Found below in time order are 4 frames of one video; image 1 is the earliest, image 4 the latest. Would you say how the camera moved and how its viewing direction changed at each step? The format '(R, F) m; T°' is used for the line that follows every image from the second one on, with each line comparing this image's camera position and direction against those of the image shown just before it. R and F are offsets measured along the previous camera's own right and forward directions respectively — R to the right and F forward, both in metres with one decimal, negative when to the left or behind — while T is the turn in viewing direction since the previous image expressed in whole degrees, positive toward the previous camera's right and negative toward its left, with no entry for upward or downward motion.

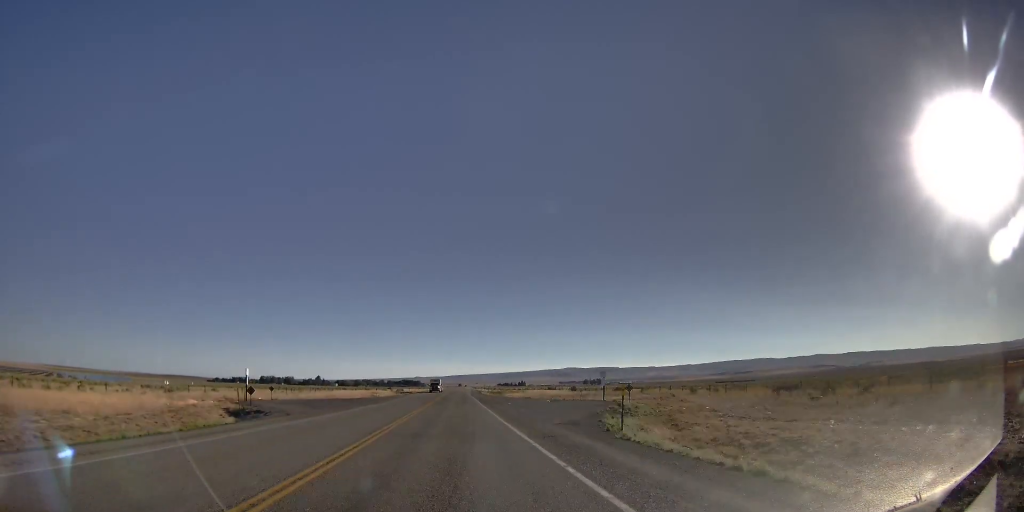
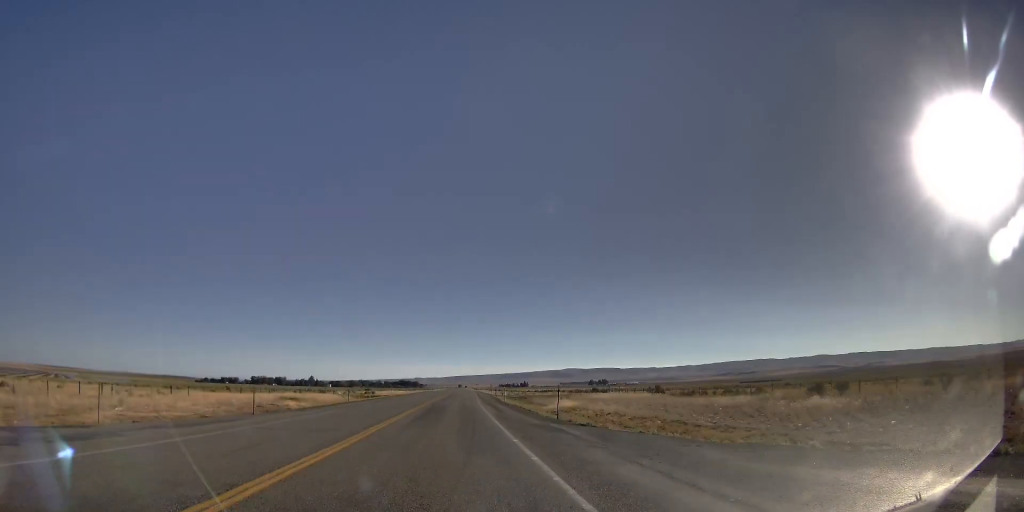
(+1.2, +69.4) m; +2°
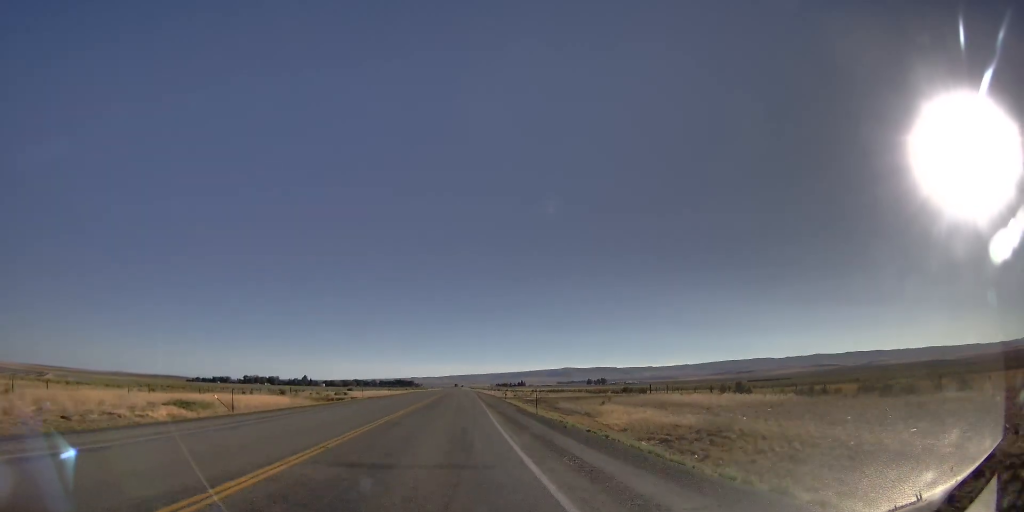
(-0.6, +29.3) m; 0°
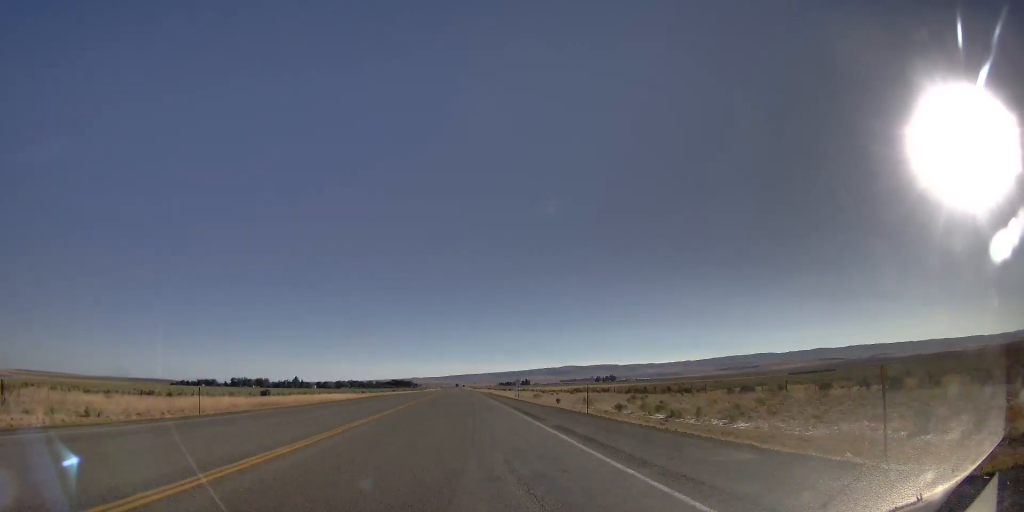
(-2.1, +88.5) m; -2°
